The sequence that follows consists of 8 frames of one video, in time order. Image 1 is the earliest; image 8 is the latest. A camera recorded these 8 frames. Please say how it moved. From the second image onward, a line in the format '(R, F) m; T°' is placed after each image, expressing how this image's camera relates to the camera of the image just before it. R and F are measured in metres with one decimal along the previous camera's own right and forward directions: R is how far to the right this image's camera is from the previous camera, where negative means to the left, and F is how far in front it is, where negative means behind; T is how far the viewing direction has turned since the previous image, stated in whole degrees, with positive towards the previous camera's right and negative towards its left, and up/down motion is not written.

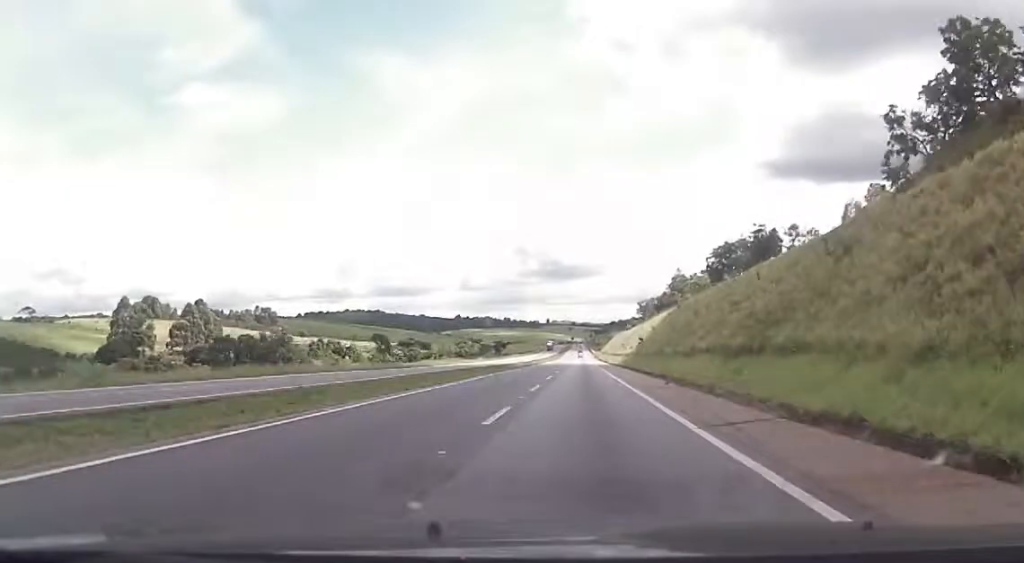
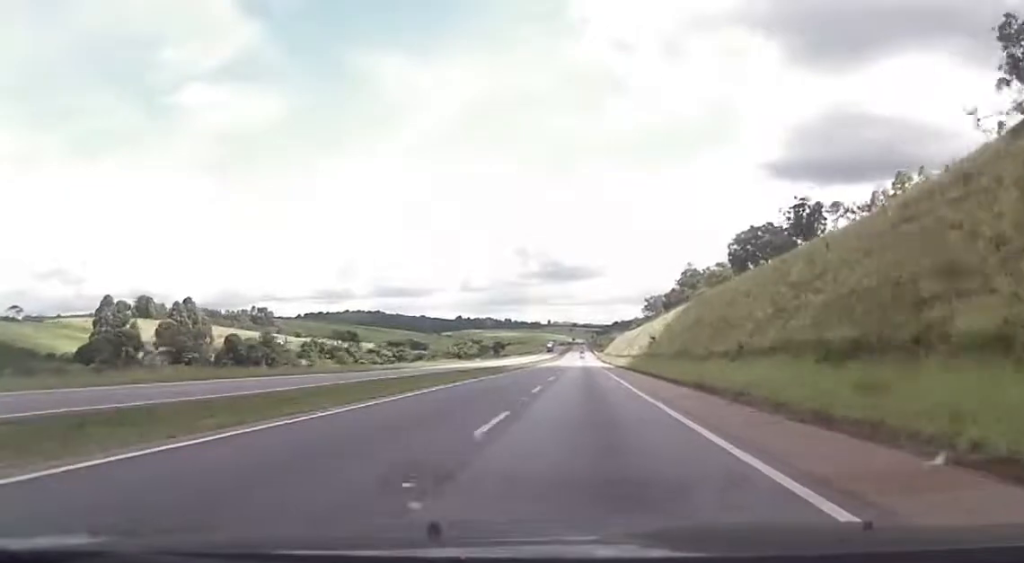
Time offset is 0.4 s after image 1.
(-0.1, +14.5) m; 0°
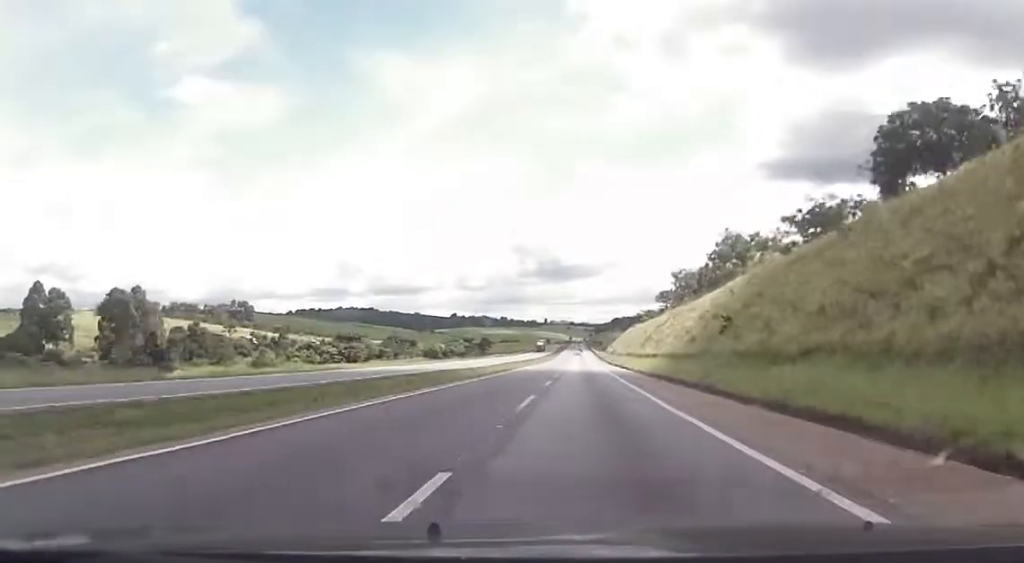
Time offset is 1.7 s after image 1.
(0.0, +46.5) m; 0°
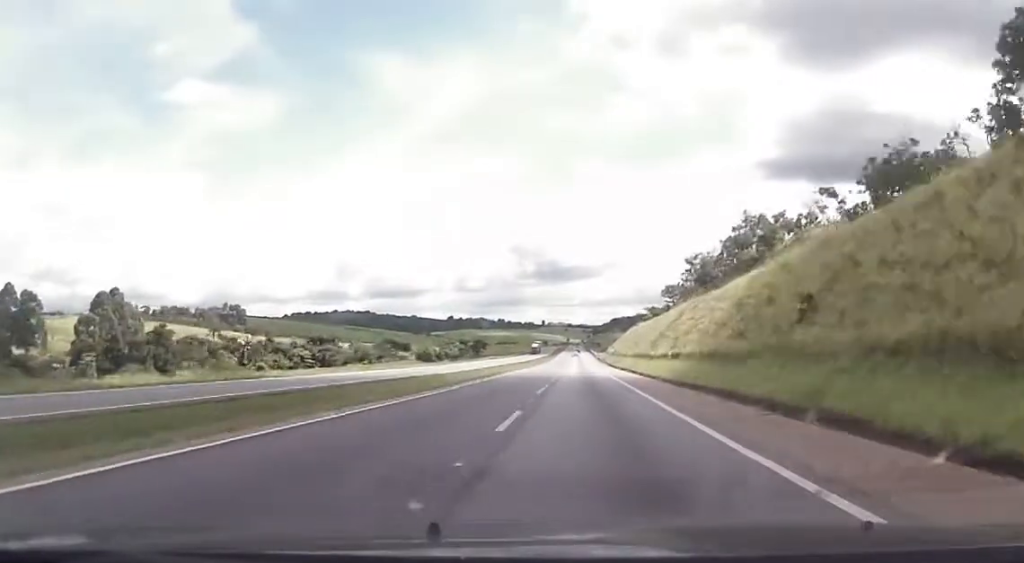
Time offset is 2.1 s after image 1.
(0.0, +16.1) m; 0°
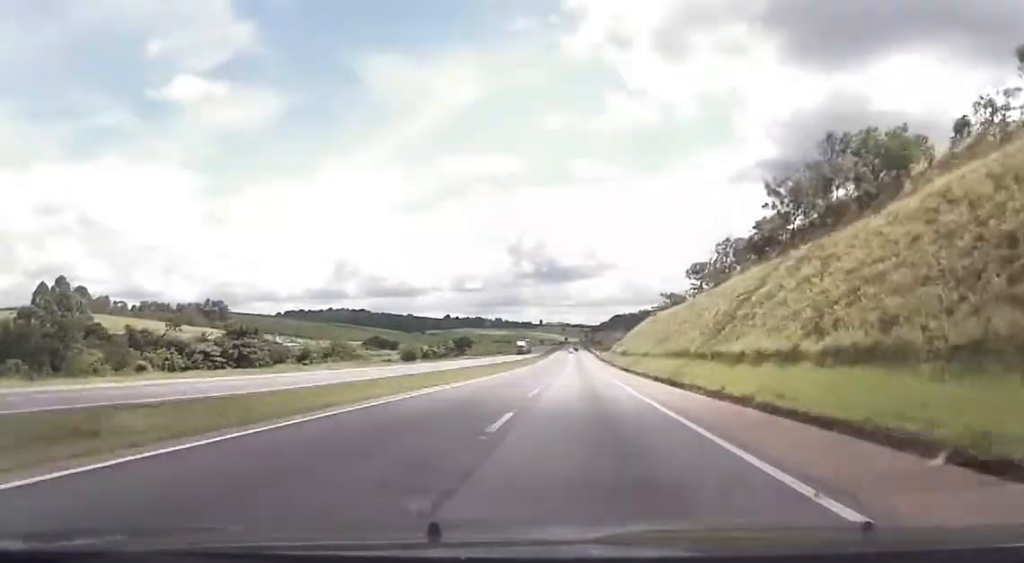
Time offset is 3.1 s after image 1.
(+0.1, +38.7) m; 0°
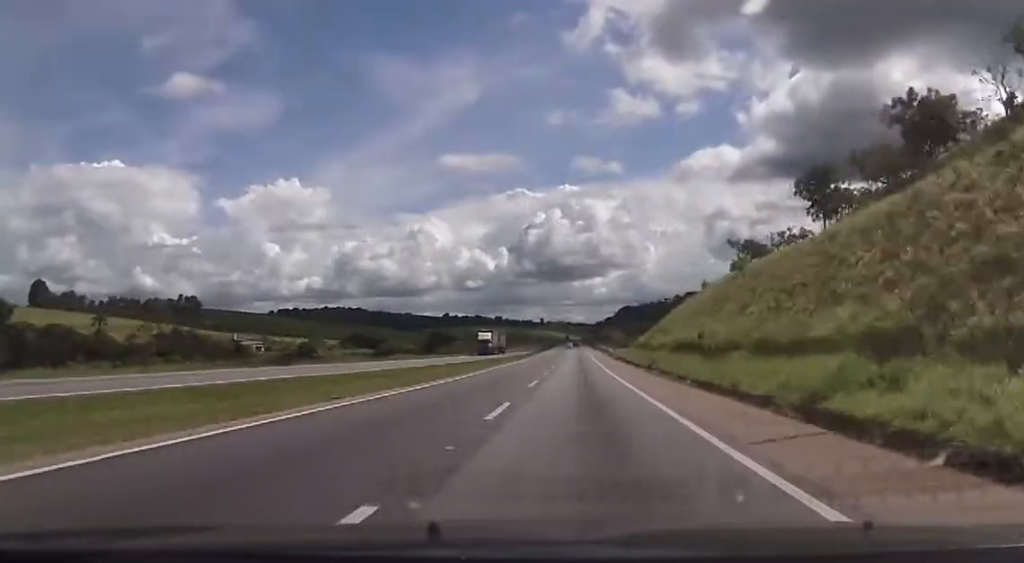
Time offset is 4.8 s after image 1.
(-0.1, +62.2) m; 0°
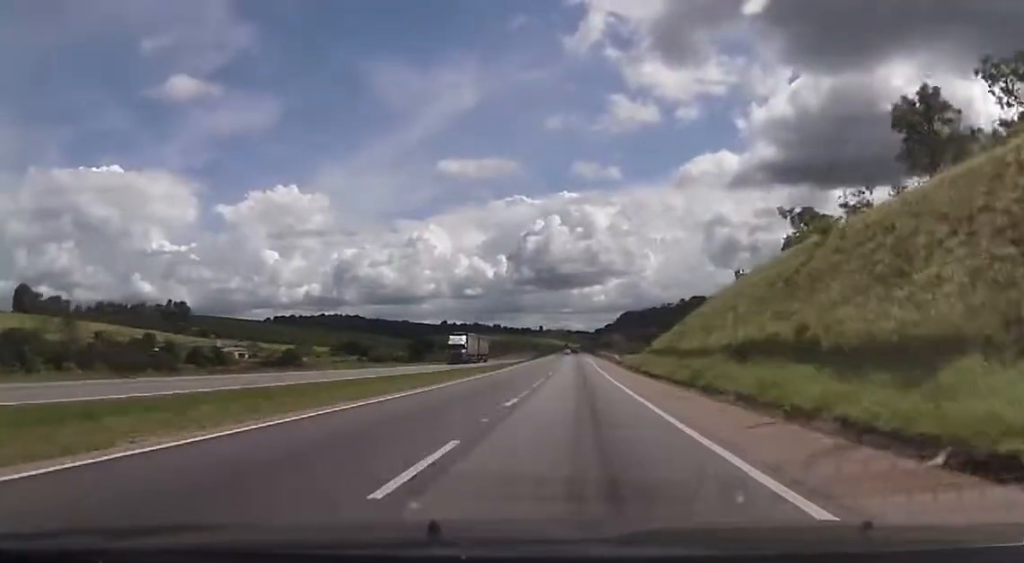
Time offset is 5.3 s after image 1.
(+0.1, +19.3) m; 0°
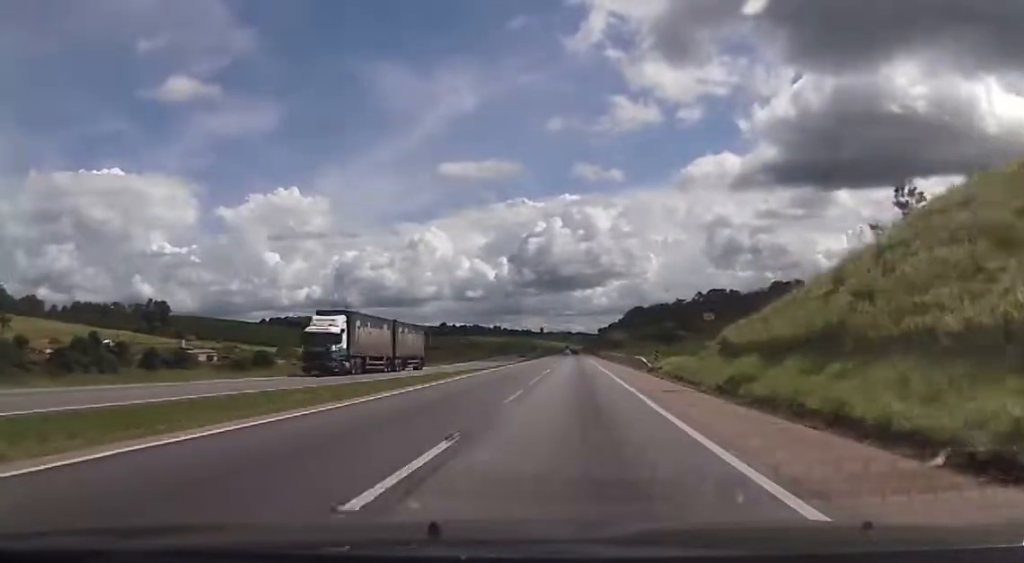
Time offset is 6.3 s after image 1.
(+0.3, +38.8) m; 0°
